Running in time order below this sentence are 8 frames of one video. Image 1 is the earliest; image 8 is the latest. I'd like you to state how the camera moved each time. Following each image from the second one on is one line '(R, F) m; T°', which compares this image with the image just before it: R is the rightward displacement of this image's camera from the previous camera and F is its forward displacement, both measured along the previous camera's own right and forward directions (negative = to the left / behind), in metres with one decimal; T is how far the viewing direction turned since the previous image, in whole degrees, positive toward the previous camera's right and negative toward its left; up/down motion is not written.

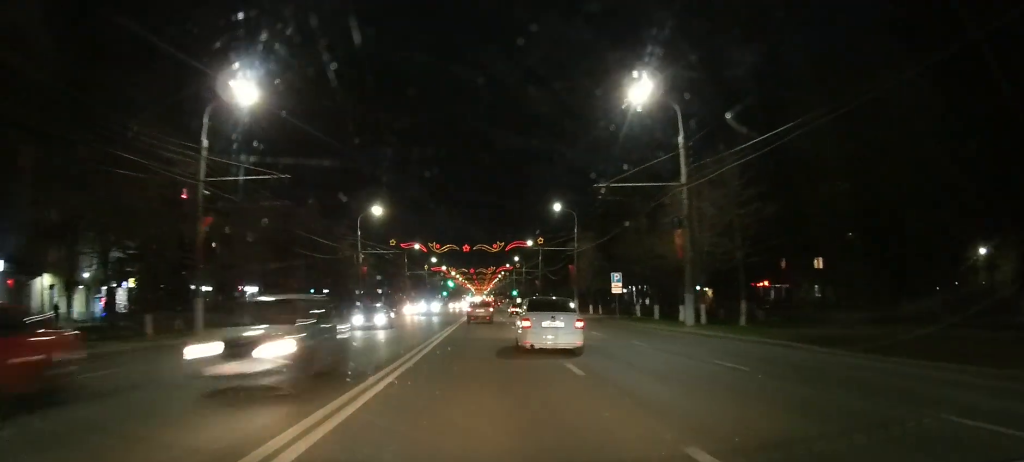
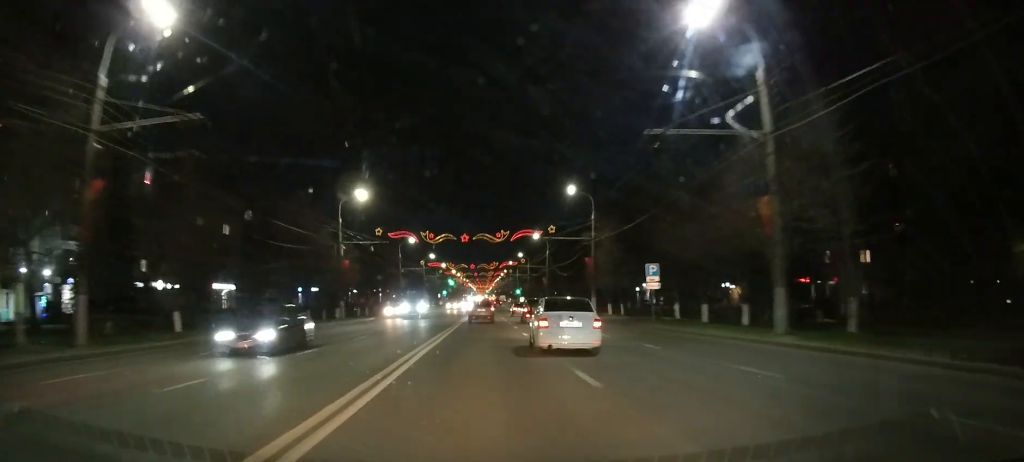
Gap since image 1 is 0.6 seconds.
(0.0, +9.5) m; 0°
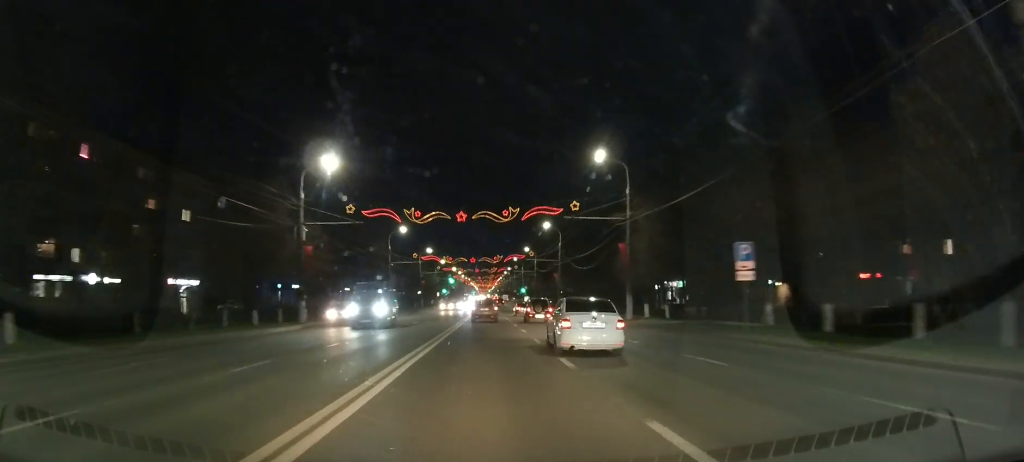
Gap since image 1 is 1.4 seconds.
(0.0, +12.9) m; 0°
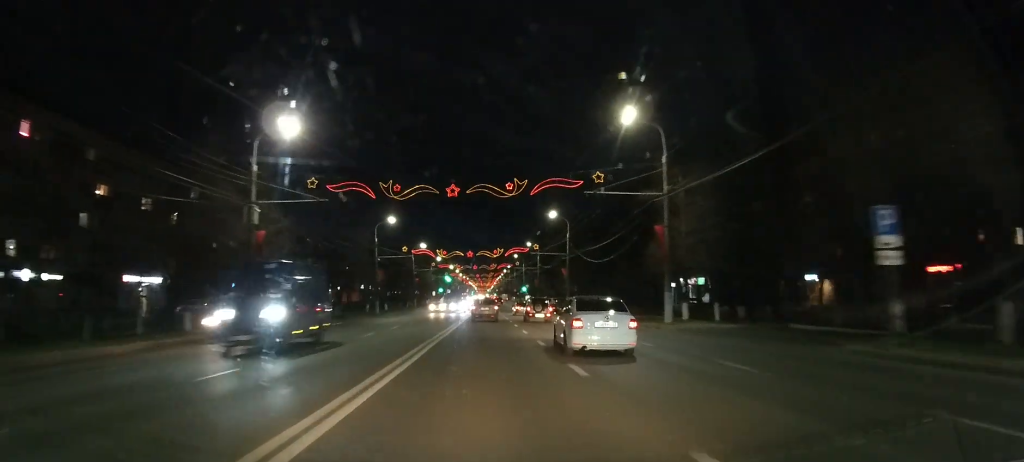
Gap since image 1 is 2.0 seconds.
(0.0, +9.2) m; 0°
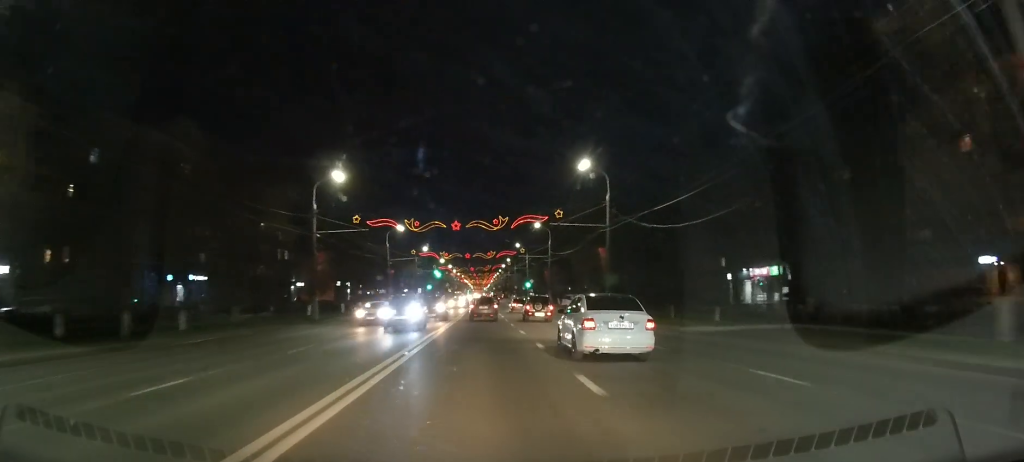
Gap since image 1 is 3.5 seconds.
(+0.1, +25.2) m; 0°
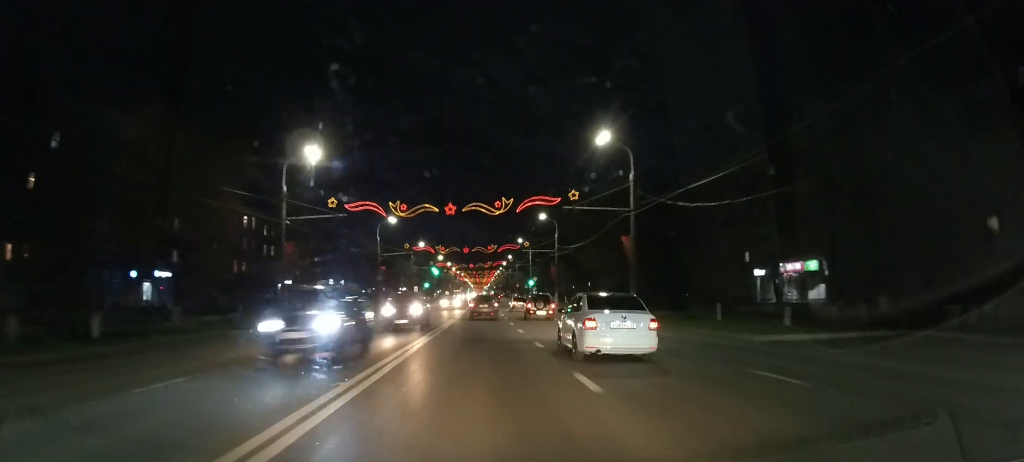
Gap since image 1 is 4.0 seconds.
(0.0, +7.7) m; 0°
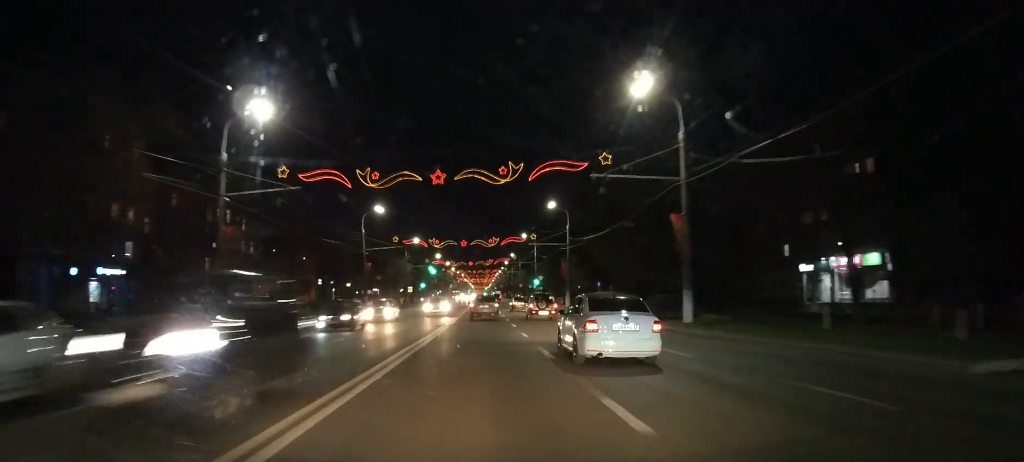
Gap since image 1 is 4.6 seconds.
(0.0, +10.4) m; 0°
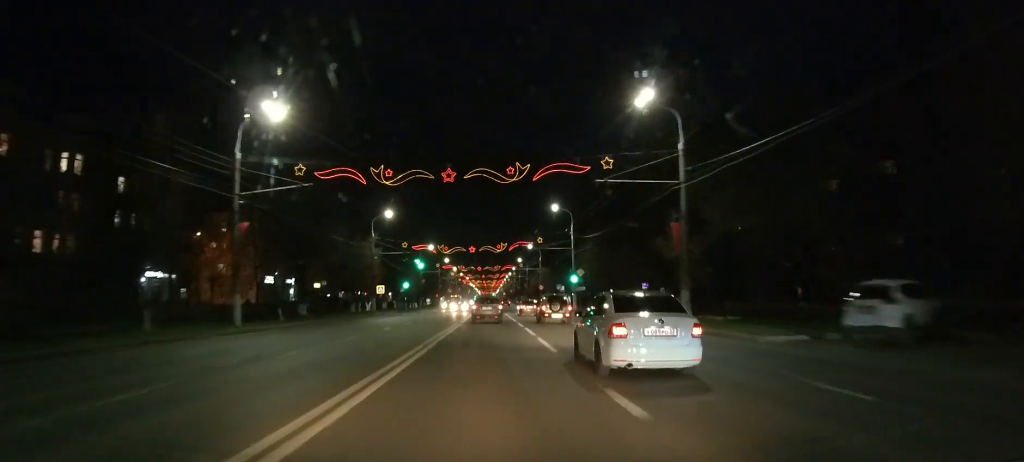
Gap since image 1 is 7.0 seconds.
(-0.2, +38.0) m; -1°
